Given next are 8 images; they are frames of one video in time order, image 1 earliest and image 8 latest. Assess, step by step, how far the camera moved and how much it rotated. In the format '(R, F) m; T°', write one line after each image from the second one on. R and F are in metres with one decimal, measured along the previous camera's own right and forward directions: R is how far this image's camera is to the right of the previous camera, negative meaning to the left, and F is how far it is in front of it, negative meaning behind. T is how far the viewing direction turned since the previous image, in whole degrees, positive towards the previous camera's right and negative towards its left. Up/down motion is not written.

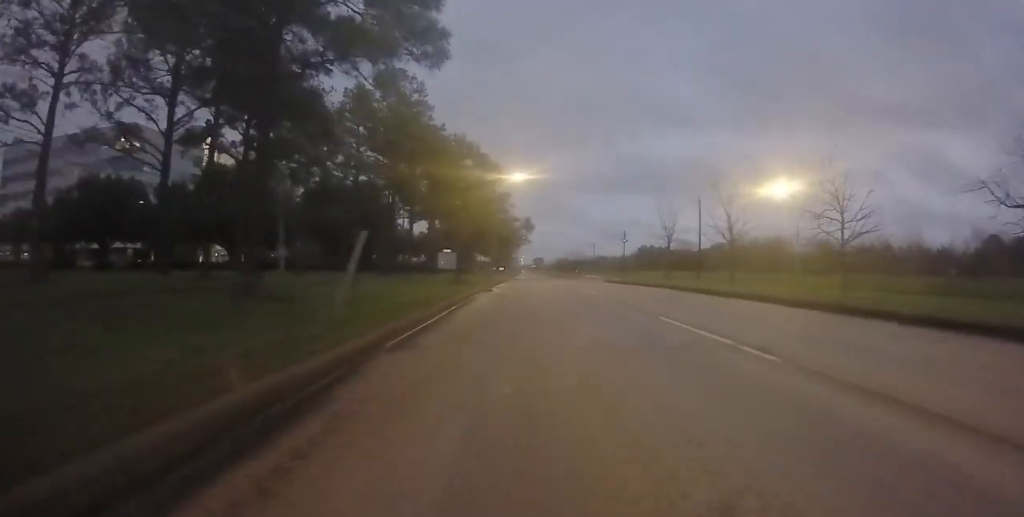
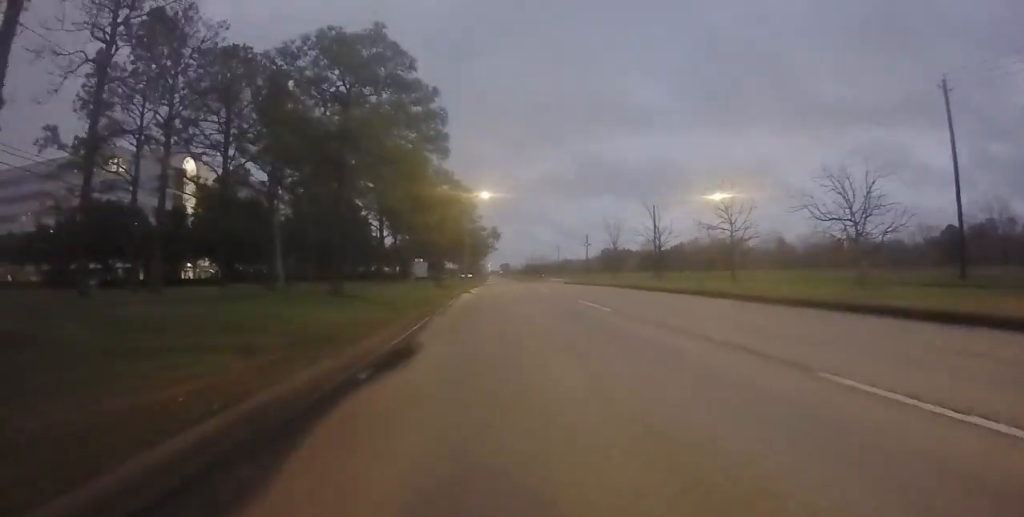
(+0.2, +6.9) m; +2°
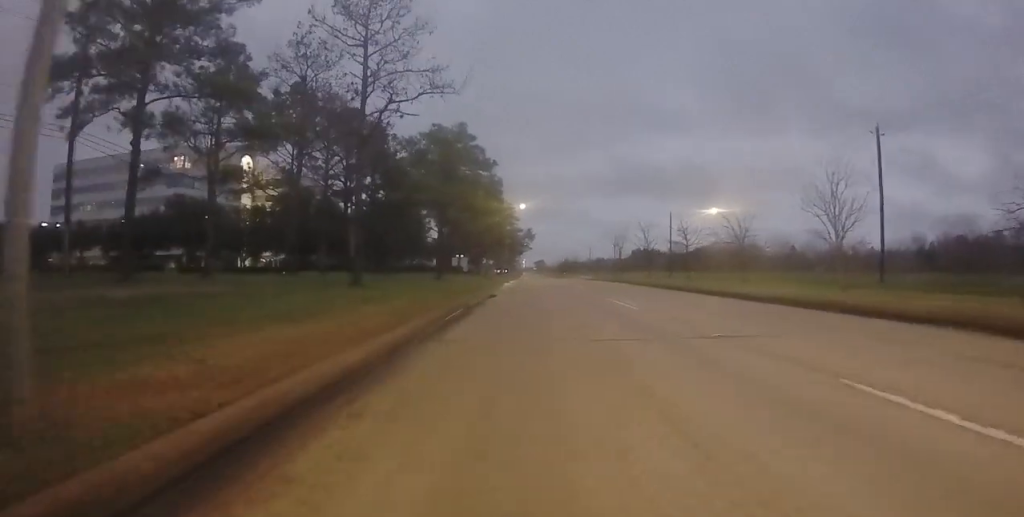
(+0.1, +12.3) m; +1°
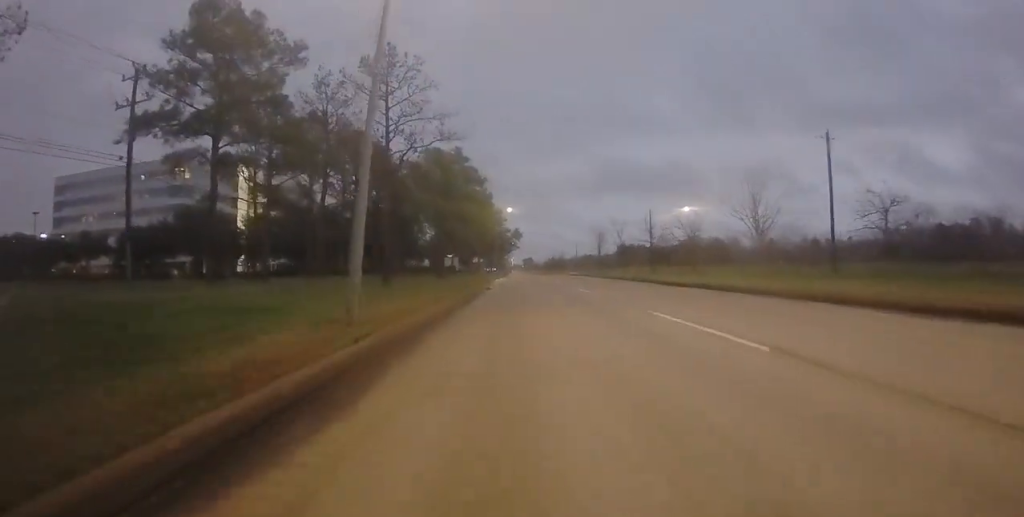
(0.0, +5.7) m; +2°
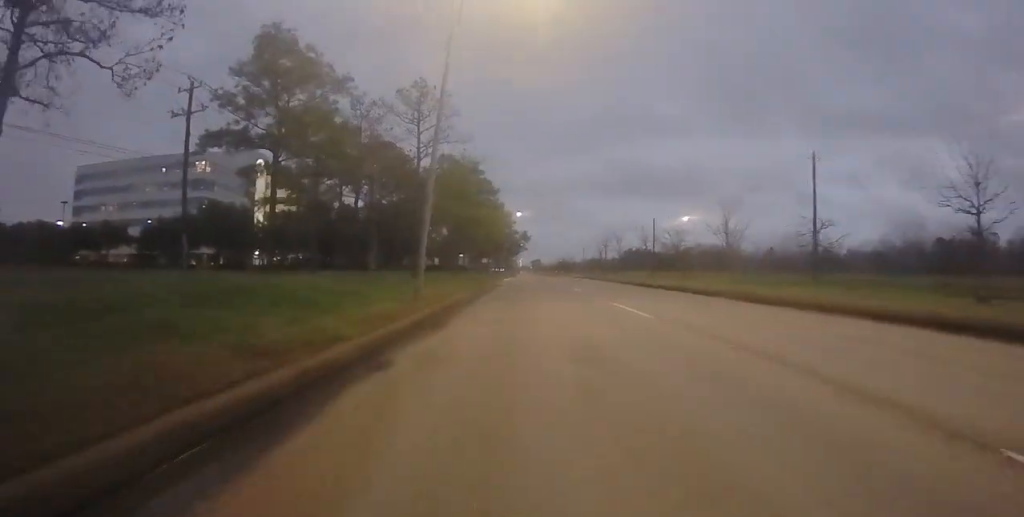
(+0.1, +4.6) m; 0°
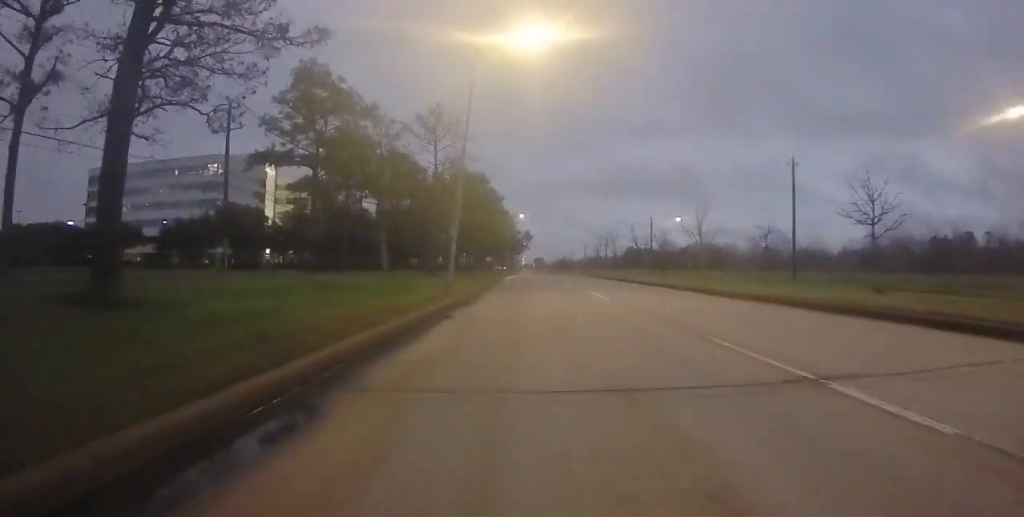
(+0.2, +4.8) m; -2°
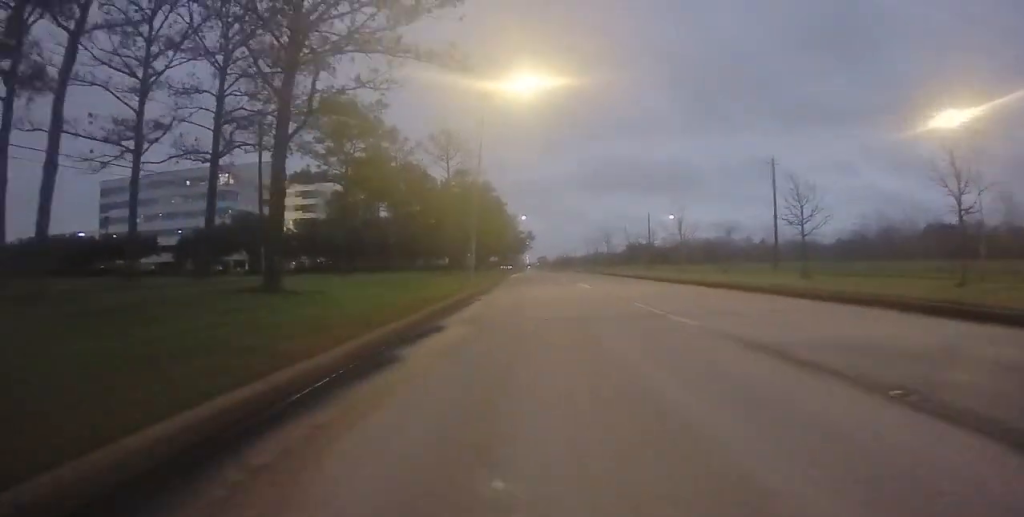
(-0.6, +5.0) m; 0°
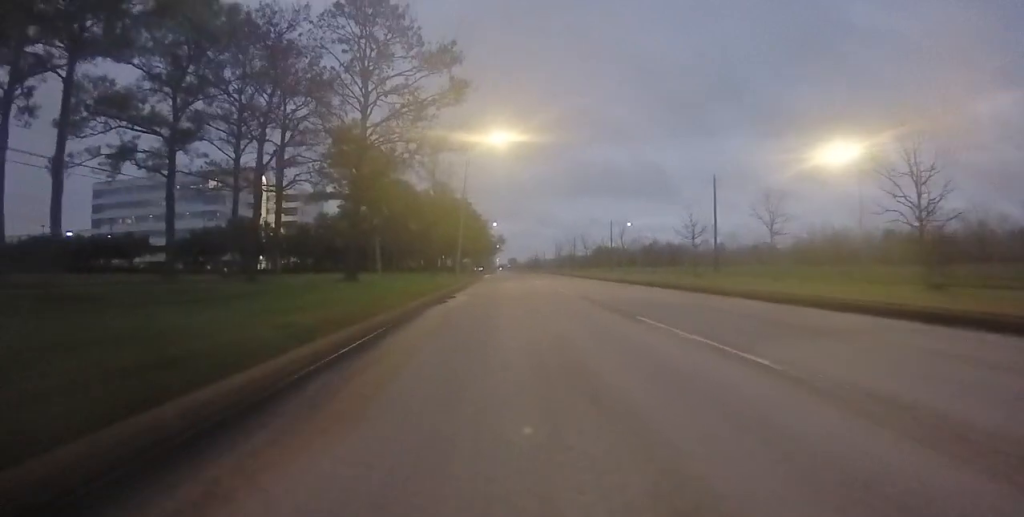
(+0.7, +9.1) m; +1°
